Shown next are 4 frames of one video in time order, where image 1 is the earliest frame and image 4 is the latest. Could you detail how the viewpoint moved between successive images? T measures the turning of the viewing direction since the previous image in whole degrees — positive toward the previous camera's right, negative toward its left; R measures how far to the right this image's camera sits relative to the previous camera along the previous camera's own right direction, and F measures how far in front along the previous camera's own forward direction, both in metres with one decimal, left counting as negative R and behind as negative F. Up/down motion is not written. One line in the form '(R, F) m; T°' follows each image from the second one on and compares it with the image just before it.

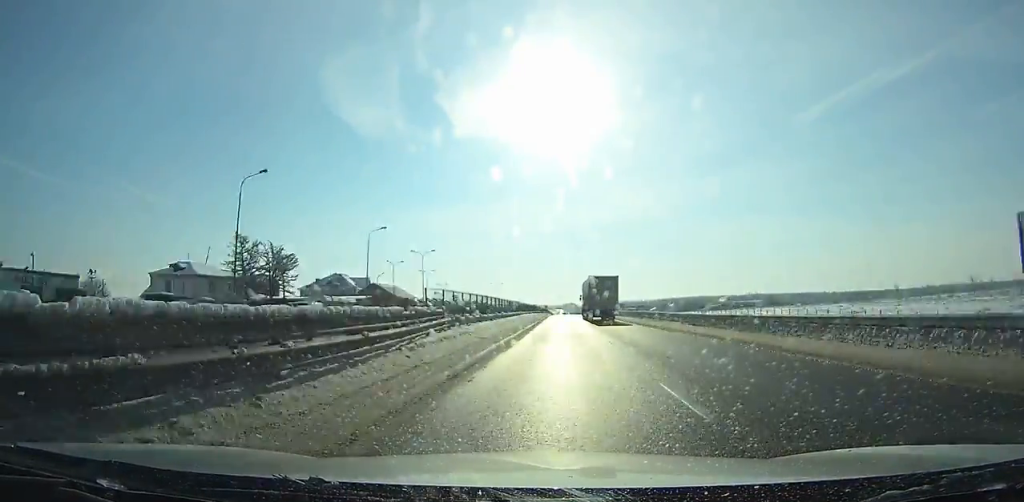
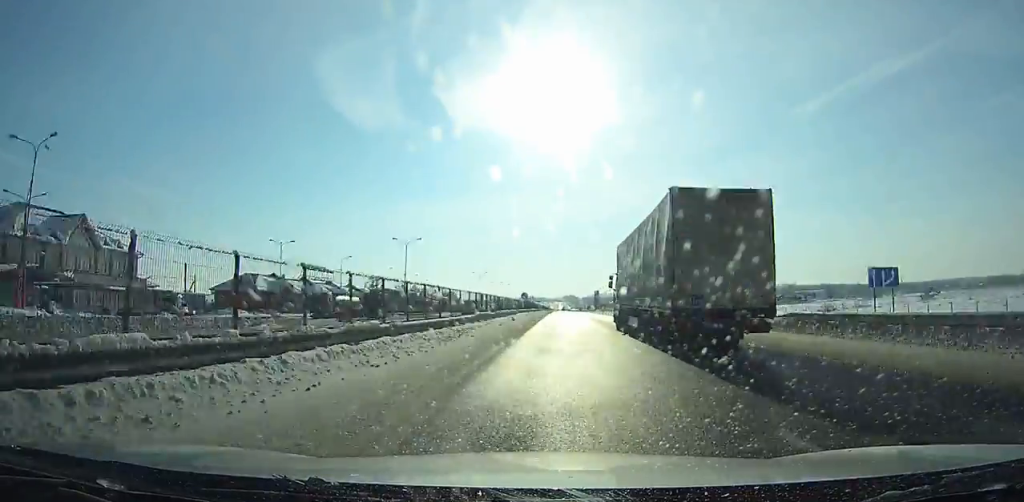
(+0.2, +112.3) m; 0°
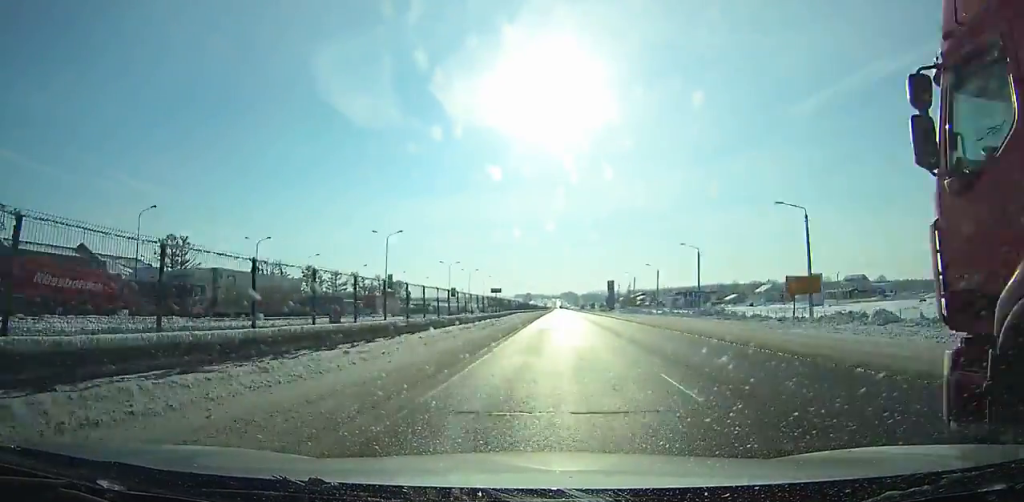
(+0.3, +77.3) m; +1°
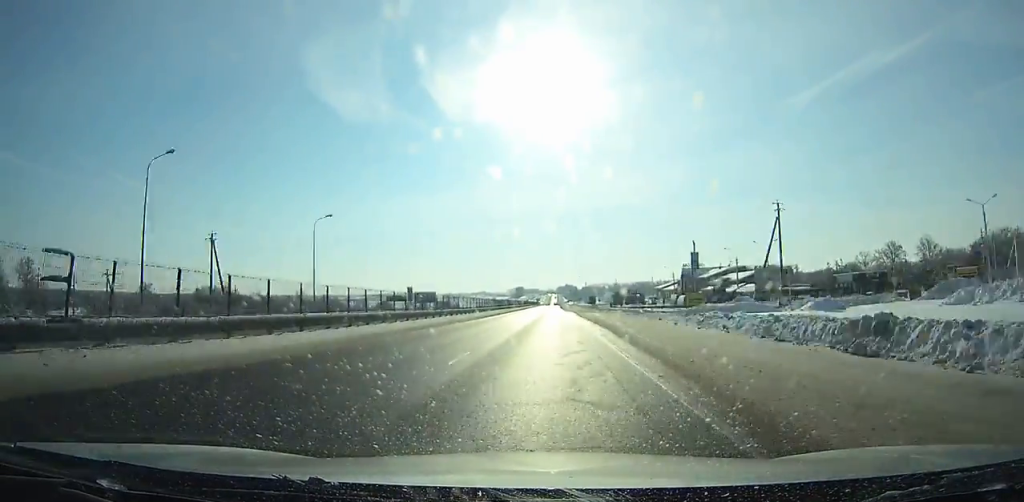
(+0.9, +180.1) m; -1°
